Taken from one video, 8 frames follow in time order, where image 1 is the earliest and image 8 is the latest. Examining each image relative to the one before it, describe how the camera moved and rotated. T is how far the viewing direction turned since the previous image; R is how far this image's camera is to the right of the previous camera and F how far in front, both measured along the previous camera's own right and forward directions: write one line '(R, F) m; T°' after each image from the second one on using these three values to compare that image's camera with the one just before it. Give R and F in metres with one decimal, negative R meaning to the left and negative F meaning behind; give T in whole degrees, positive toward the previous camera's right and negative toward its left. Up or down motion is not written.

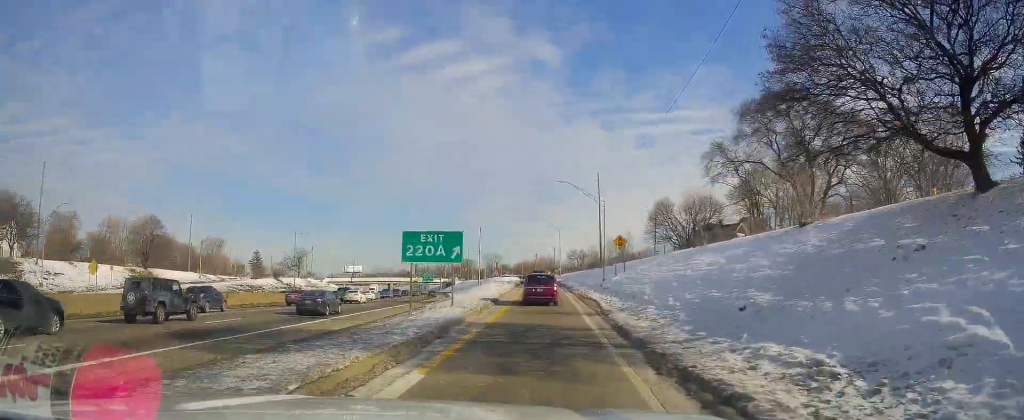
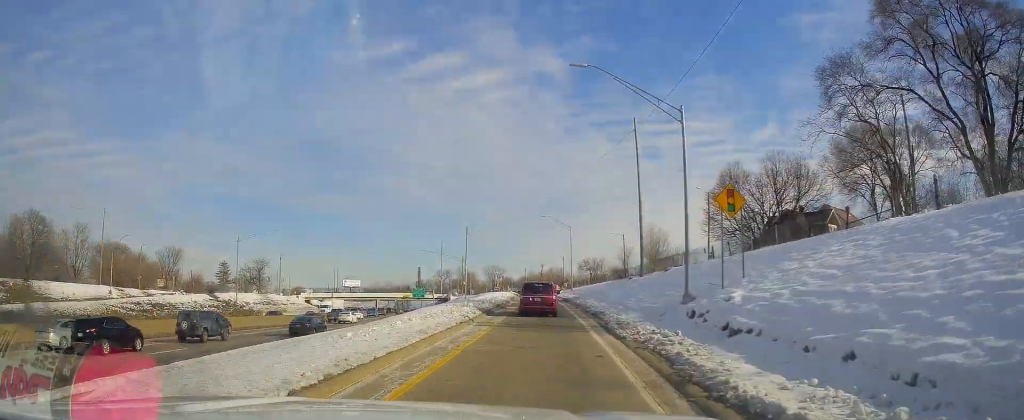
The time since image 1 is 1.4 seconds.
(-0.2, +31.6) m; 0°
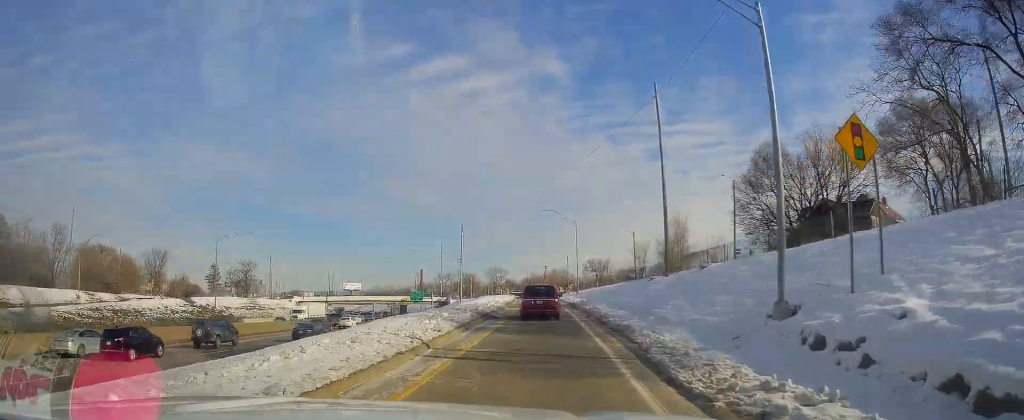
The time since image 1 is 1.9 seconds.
(+0.2, +9.3) m; 0°
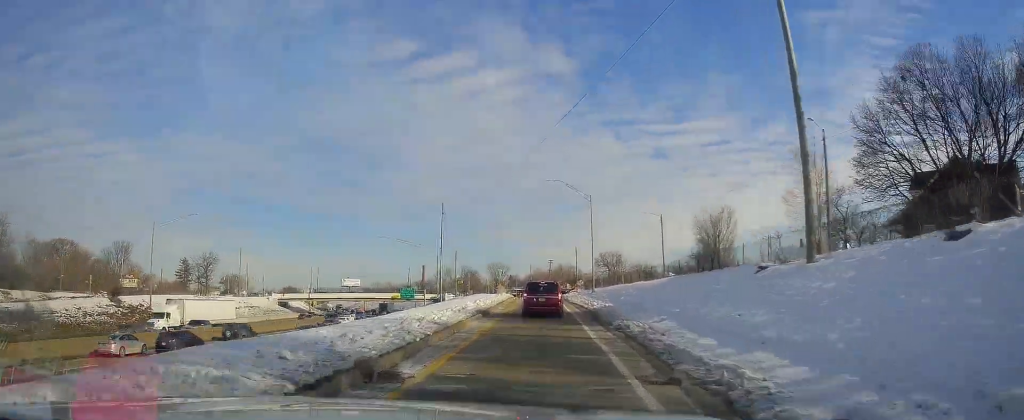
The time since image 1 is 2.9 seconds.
(-0.3, +21.5) m; -1°
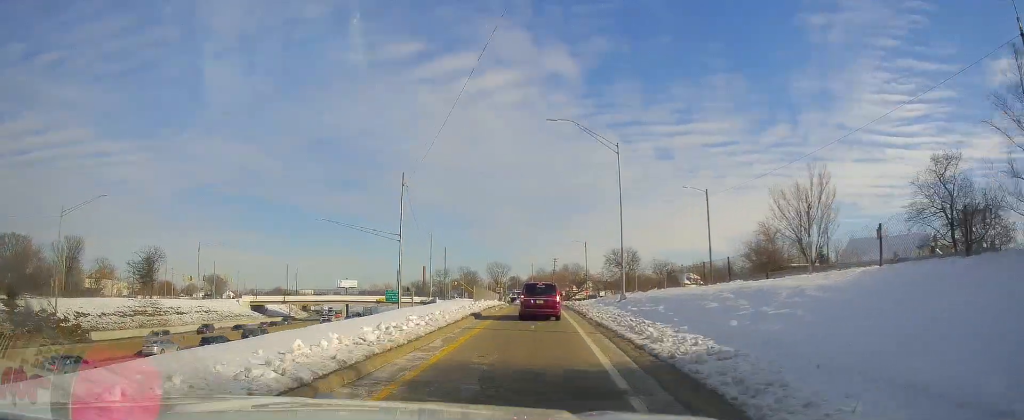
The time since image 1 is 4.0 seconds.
(-0.1, +22.5) m; -2°
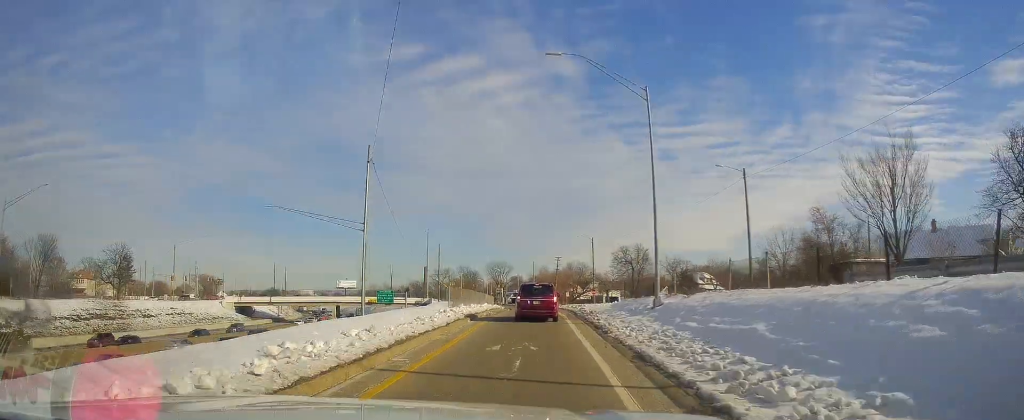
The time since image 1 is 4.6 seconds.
(-0.2, +11.2) m; 0°
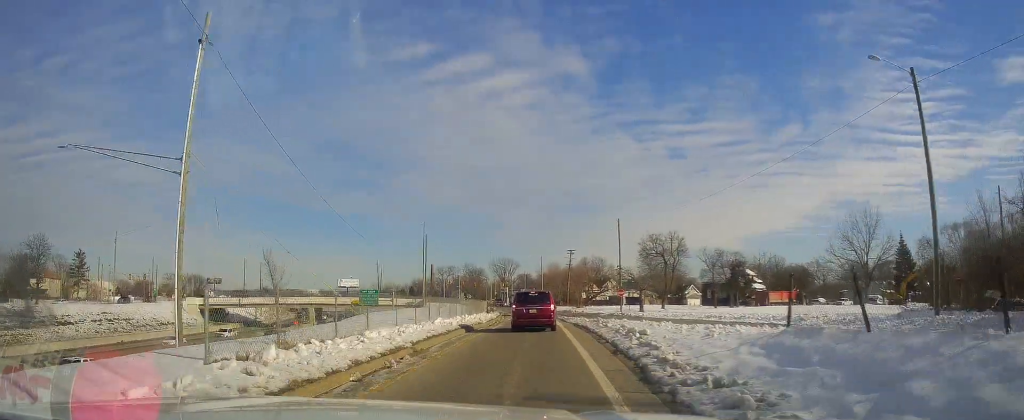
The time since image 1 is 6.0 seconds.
(+0.4, +23.8) m; +2°
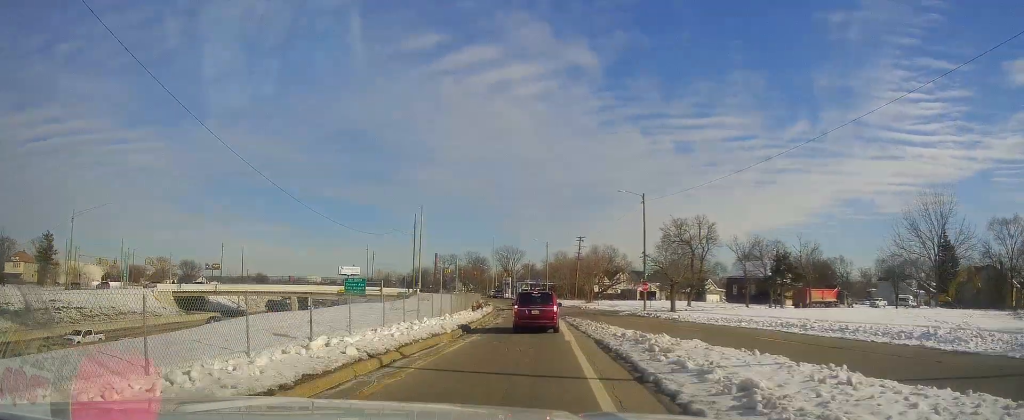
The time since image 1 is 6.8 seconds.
(+0.1, +13.9) m; -1°
